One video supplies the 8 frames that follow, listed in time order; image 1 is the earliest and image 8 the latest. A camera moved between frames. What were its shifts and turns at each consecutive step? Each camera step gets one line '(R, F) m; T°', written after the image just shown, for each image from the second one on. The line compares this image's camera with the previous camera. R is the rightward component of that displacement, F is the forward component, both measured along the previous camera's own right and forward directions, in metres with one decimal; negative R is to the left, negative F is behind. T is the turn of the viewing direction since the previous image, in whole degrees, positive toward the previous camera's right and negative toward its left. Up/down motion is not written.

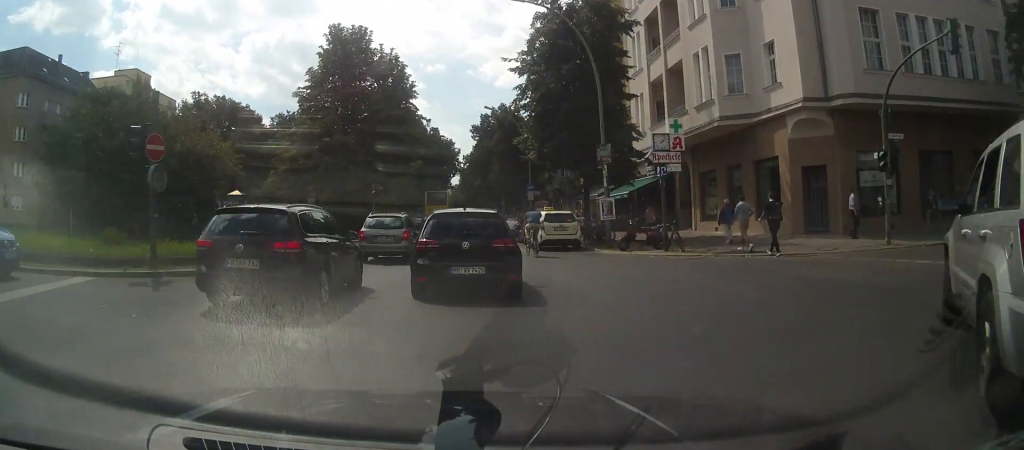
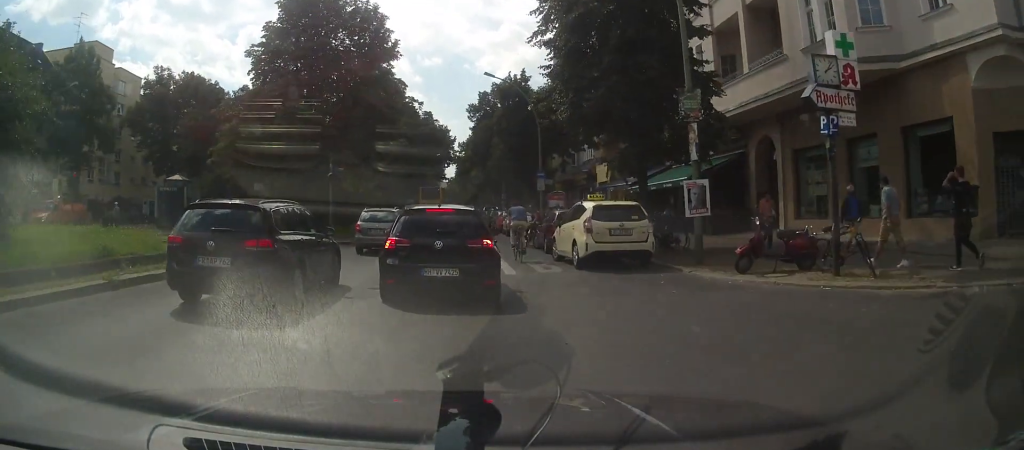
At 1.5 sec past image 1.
(-0.5, +9.1) m; -4°
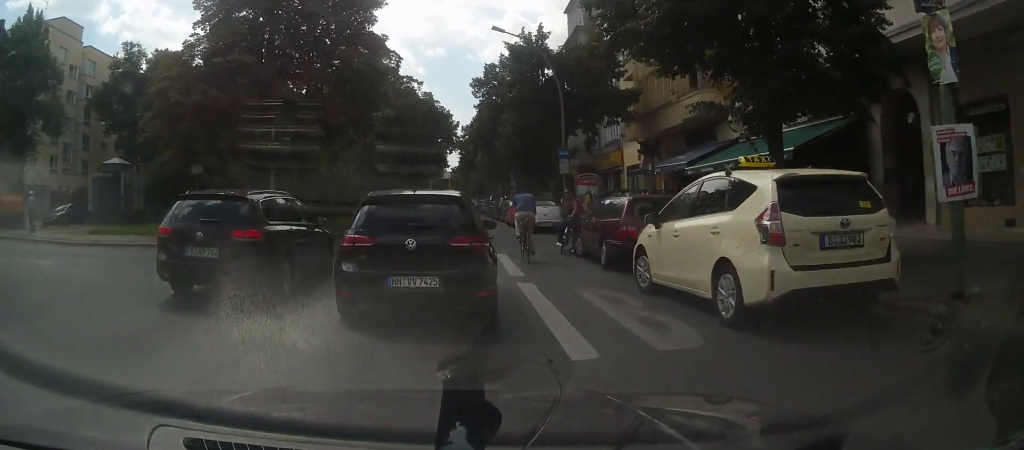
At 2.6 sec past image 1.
(0.0, +7.8) m; 0°
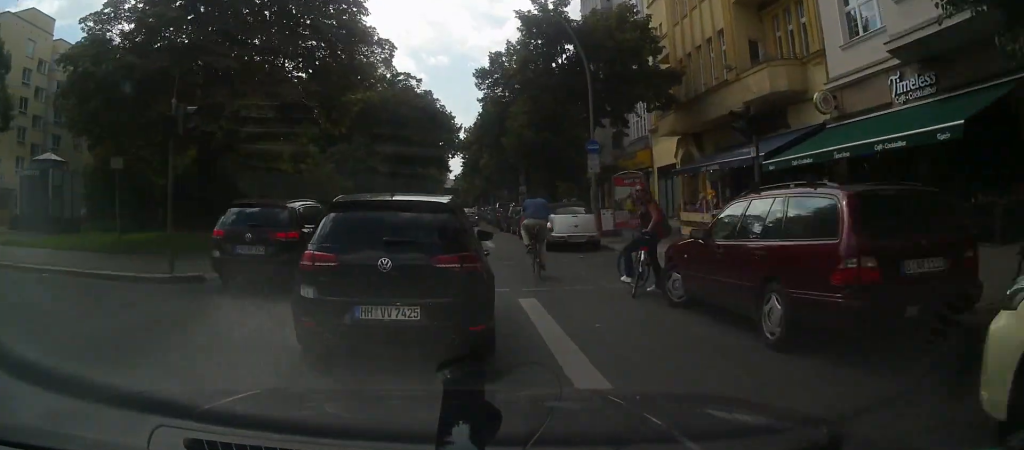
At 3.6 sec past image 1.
(0.0, +7.4) m; 0°
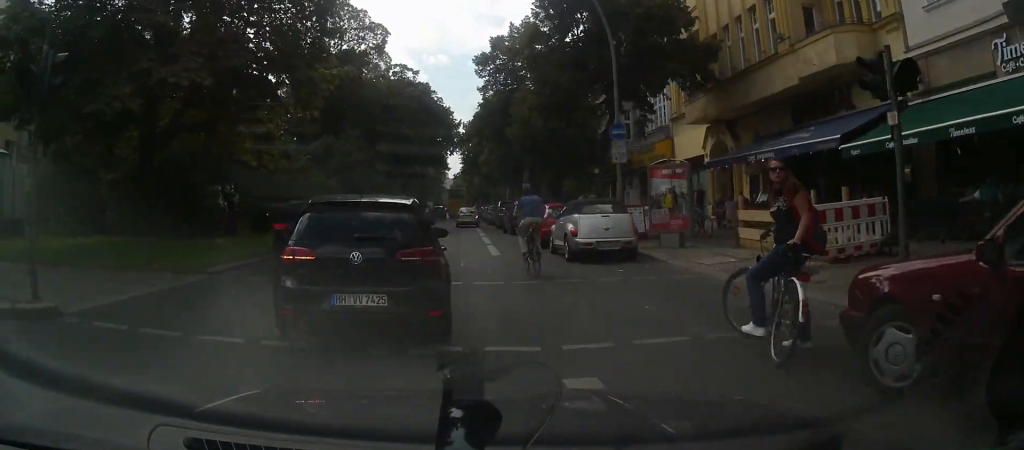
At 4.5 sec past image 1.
(0.0, +5.8) m; 0°
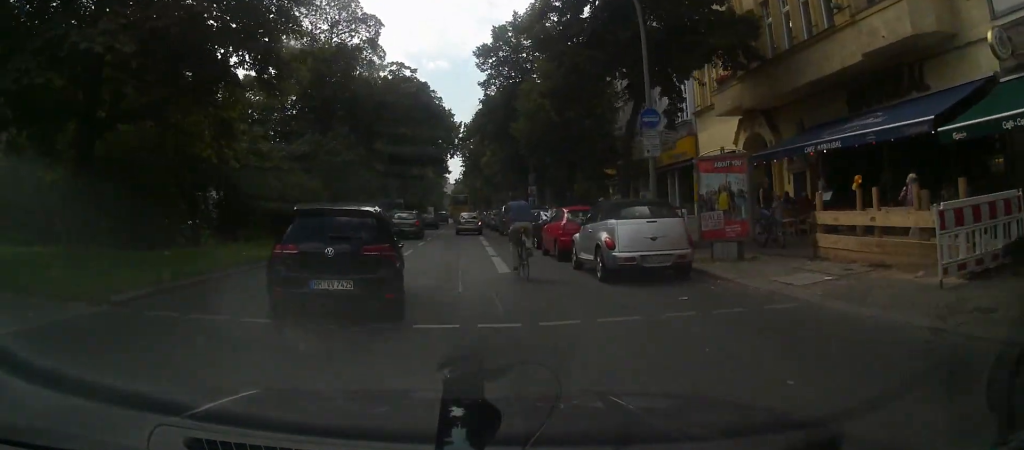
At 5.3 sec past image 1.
(0.0, +5.0) m; 0°
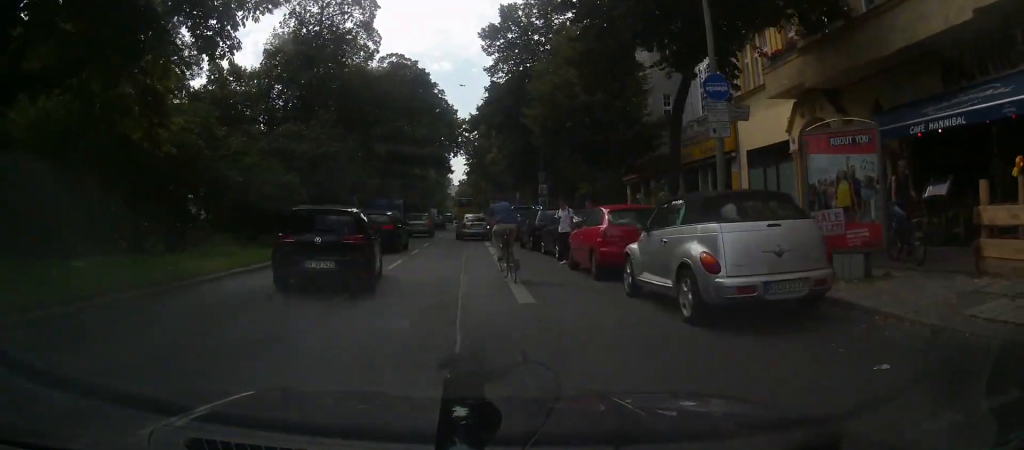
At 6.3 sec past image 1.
(0.0, +5.4) m; 0°
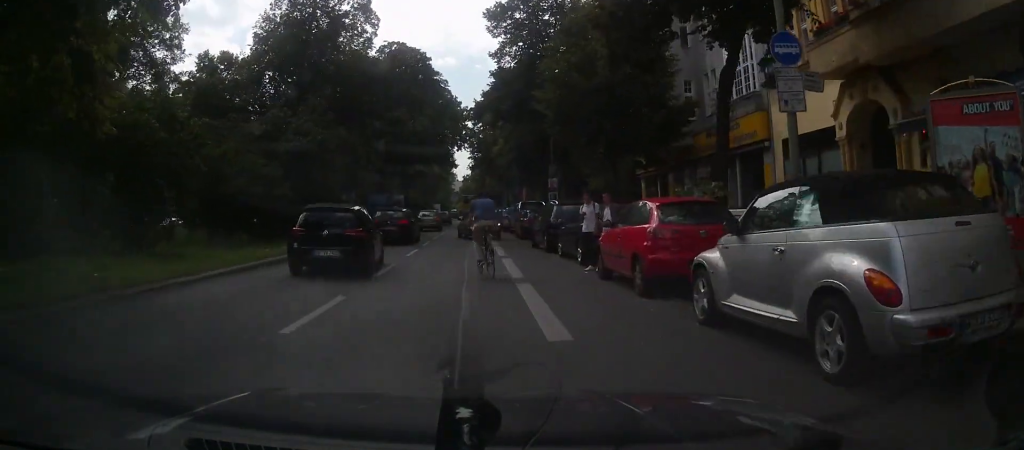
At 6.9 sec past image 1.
(0.0, +3.2) m; 0°
